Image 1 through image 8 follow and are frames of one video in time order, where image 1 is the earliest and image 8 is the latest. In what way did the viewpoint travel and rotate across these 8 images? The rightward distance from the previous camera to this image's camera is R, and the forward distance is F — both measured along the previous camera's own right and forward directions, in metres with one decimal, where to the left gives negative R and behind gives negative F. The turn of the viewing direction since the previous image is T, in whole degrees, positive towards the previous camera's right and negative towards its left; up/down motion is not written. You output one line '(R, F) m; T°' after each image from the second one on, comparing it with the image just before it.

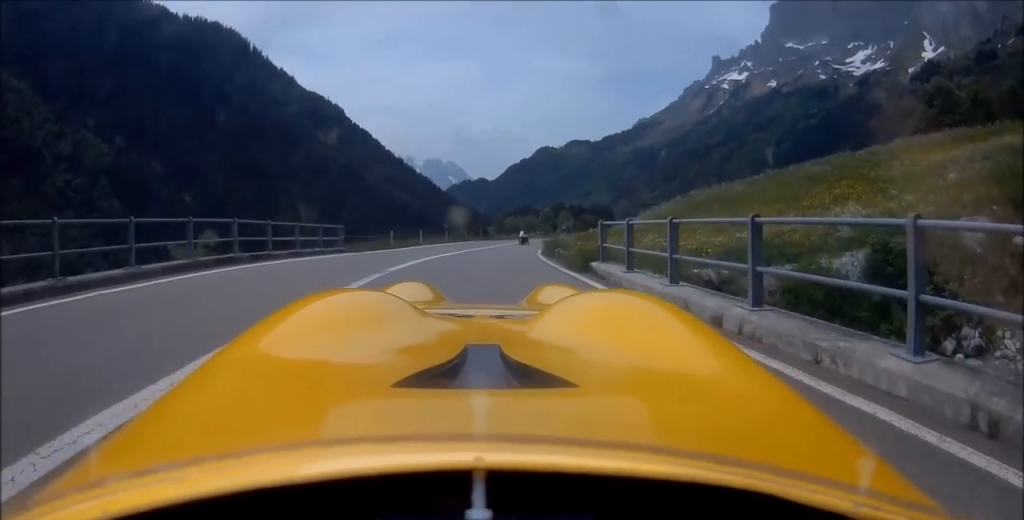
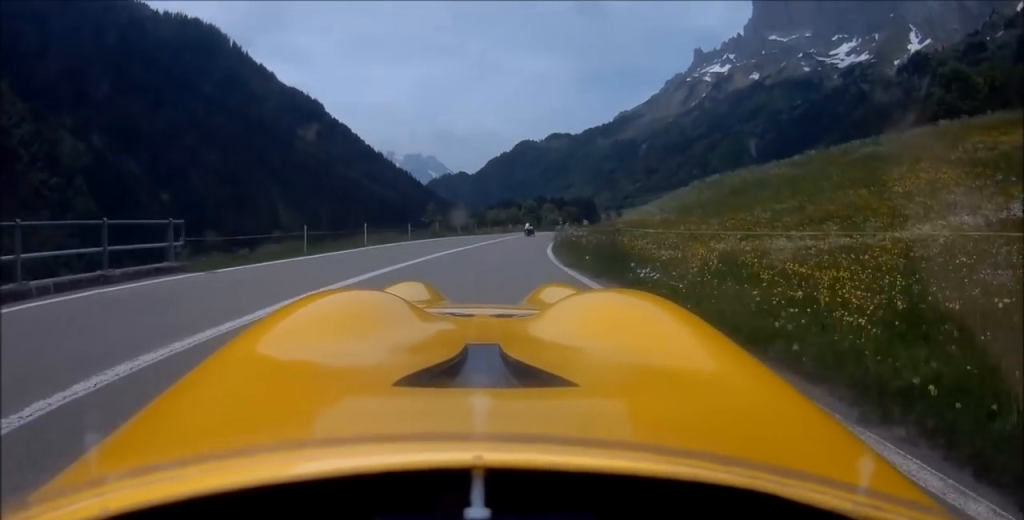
(+0.2, +10.4) m; +1°
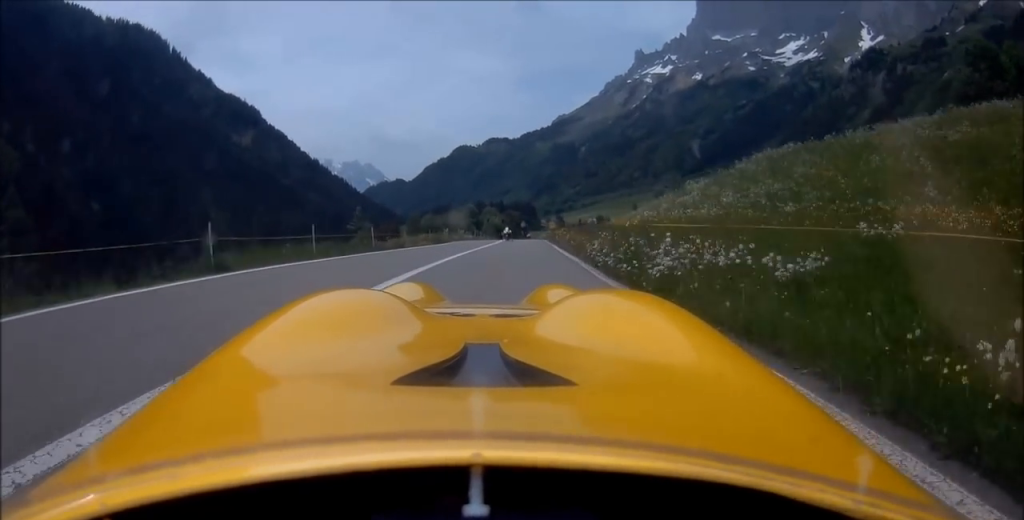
(+0.6, +21.7) m; +2°
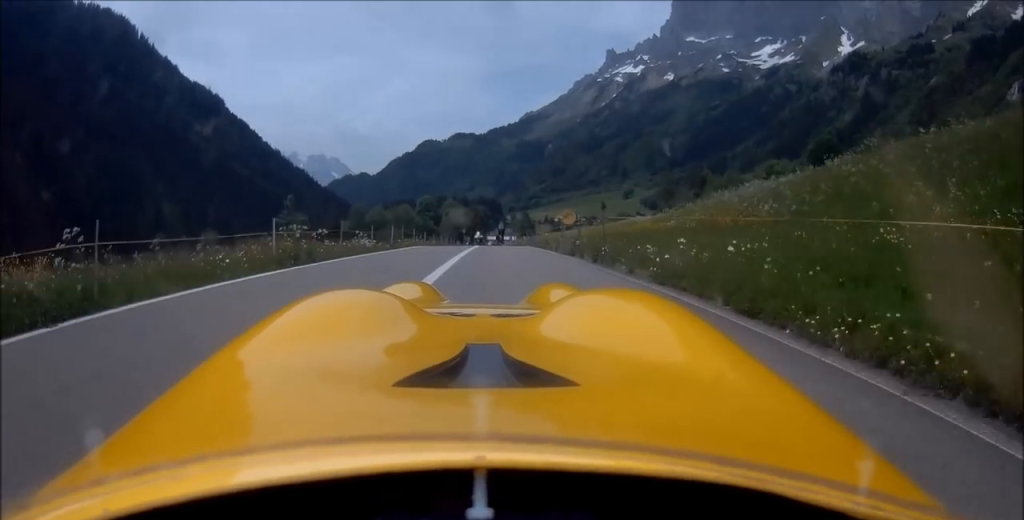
(+0.2, +30.1) m; +1°
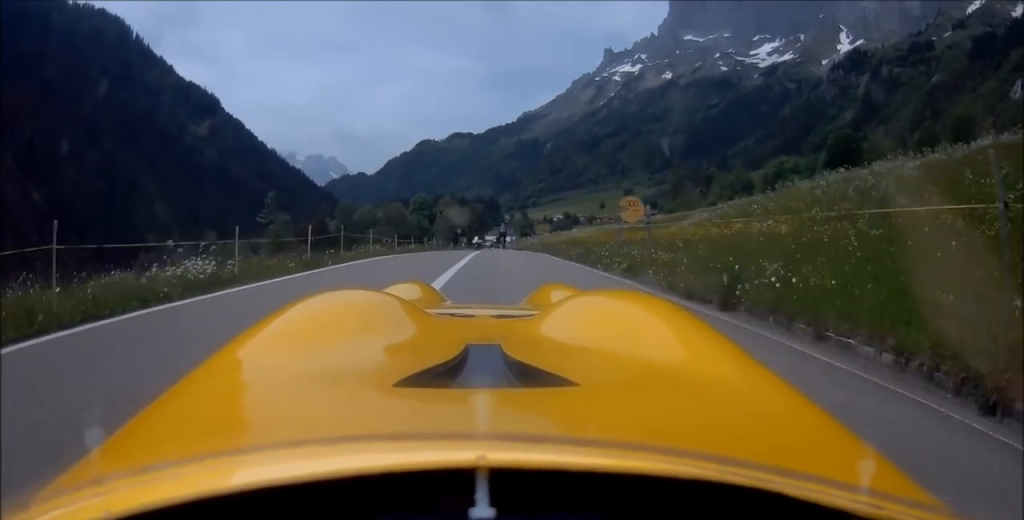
(0.0, +10.7) m; +1°
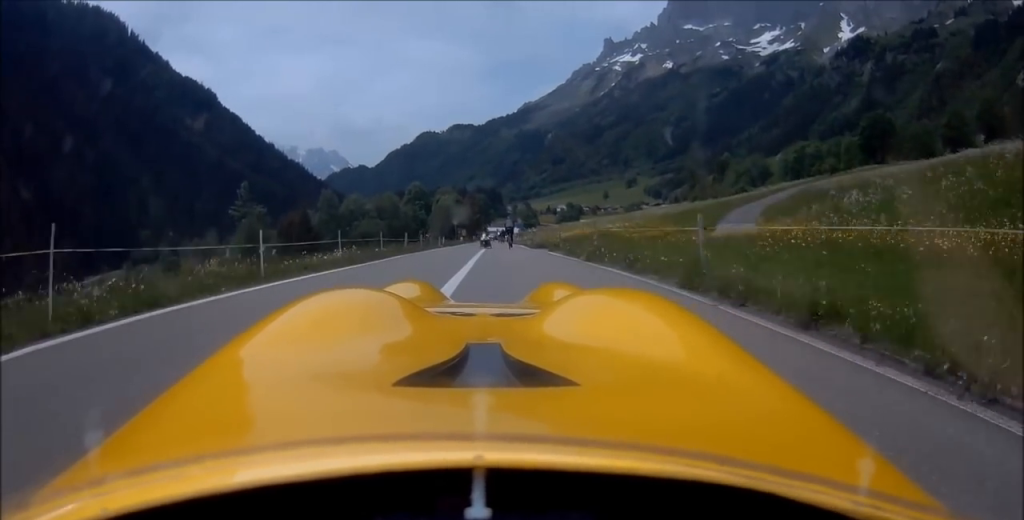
(+0.1, +15.1) m; 0°
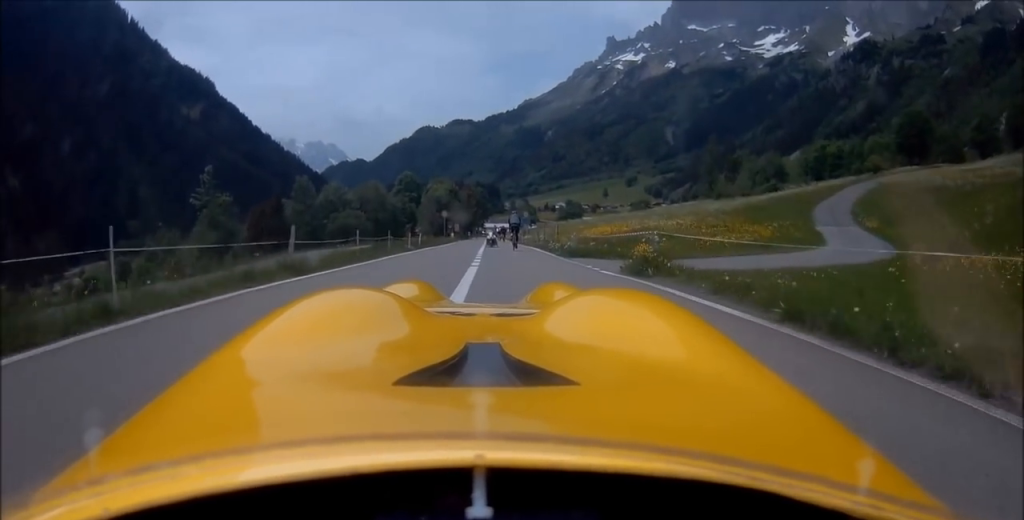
(+0.3, +14.8) m; 0°
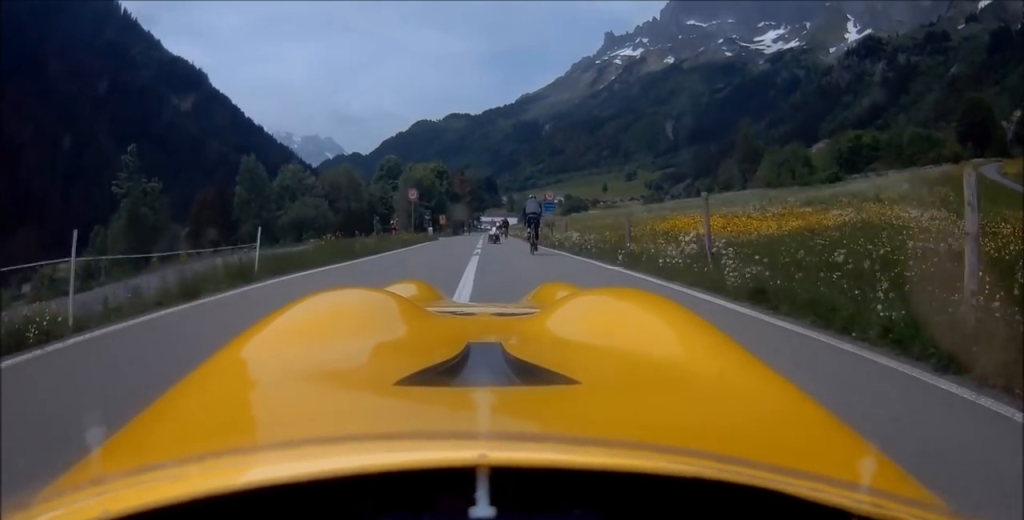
(-0.5, +21.9) m; -1°
